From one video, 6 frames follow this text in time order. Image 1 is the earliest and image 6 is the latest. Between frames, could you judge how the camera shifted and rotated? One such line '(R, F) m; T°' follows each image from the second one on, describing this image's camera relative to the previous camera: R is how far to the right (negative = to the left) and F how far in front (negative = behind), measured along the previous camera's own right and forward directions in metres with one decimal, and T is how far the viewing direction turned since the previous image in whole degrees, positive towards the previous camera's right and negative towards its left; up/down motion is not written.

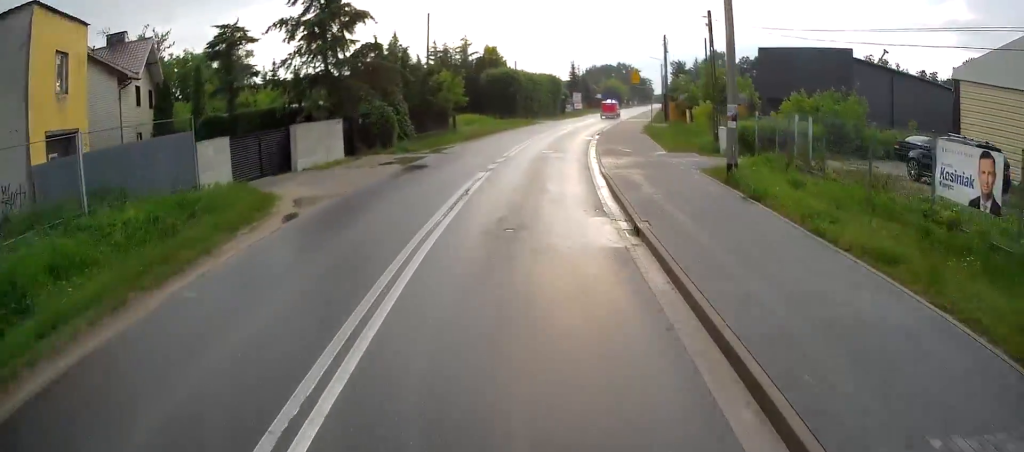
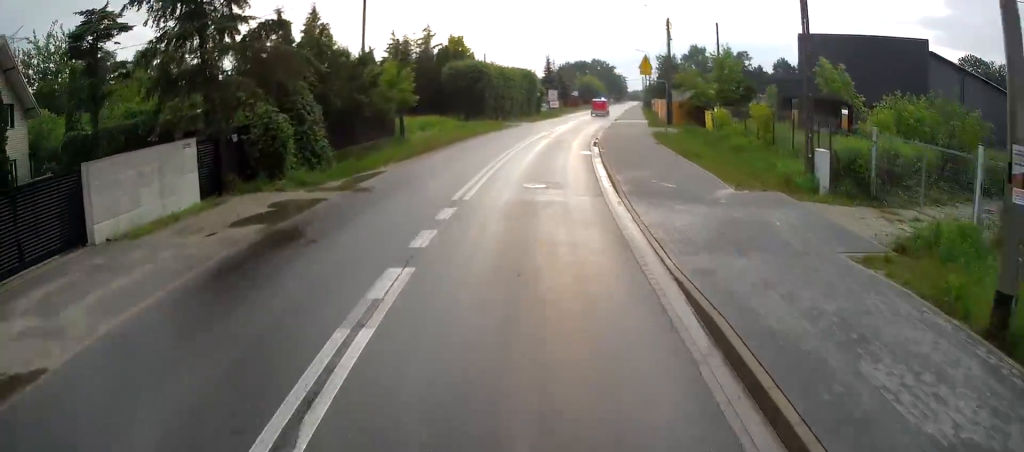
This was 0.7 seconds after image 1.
(0.0, +10.1) m; +3°
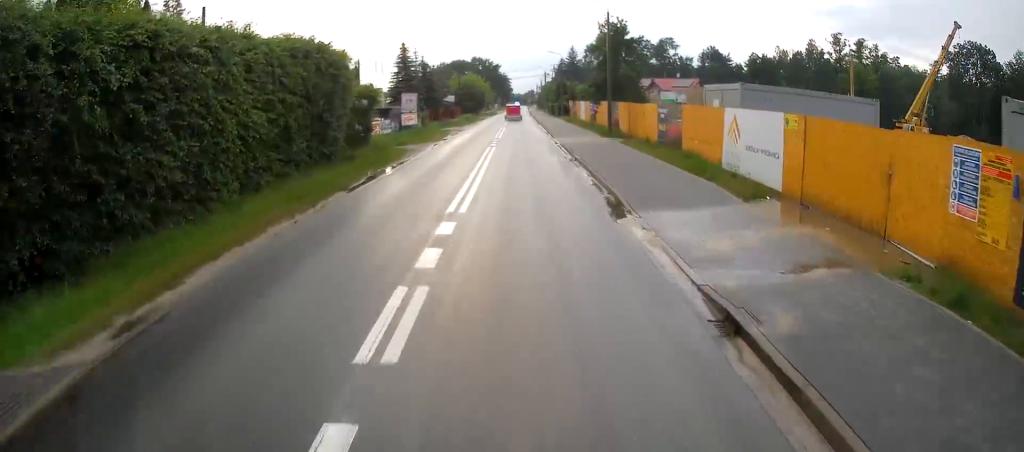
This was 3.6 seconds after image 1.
(+5.1, +44.7) m; +10°
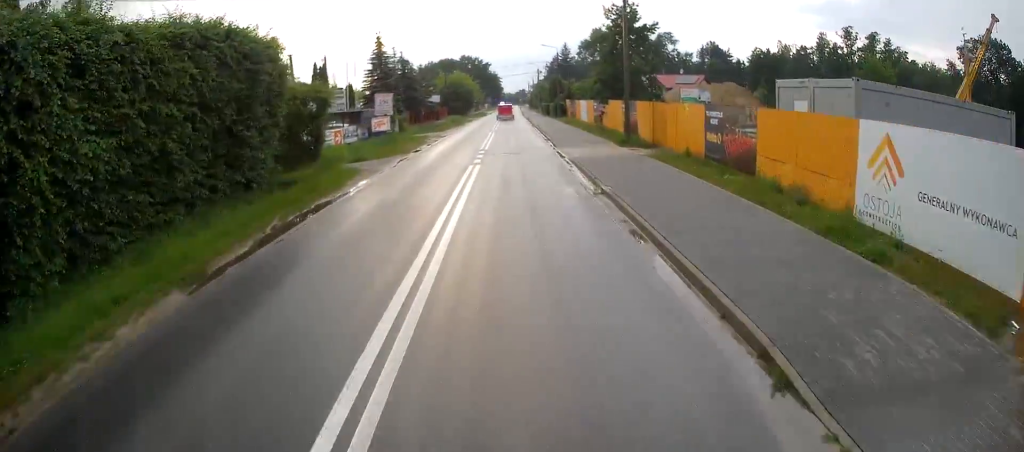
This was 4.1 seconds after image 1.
(+0.1, +8.2) m; +1°
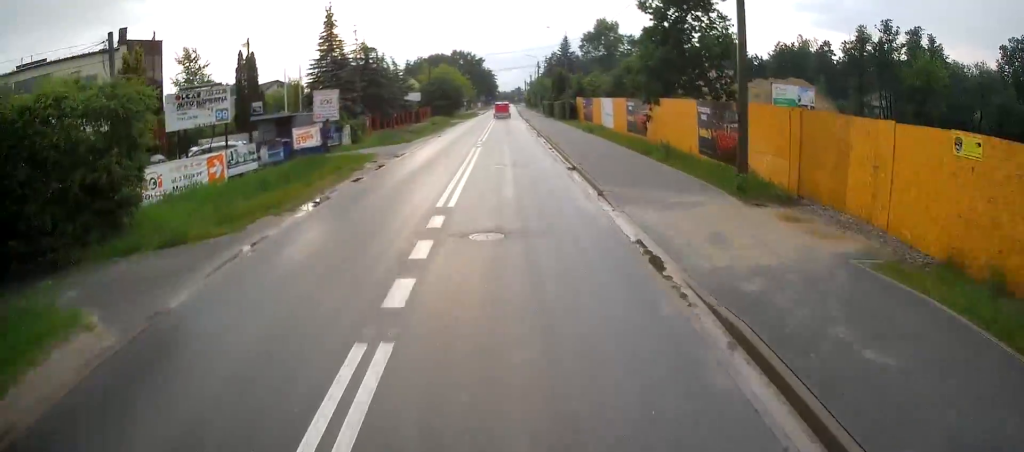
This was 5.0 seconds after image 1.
(+0.2, +15.3) m; +2°
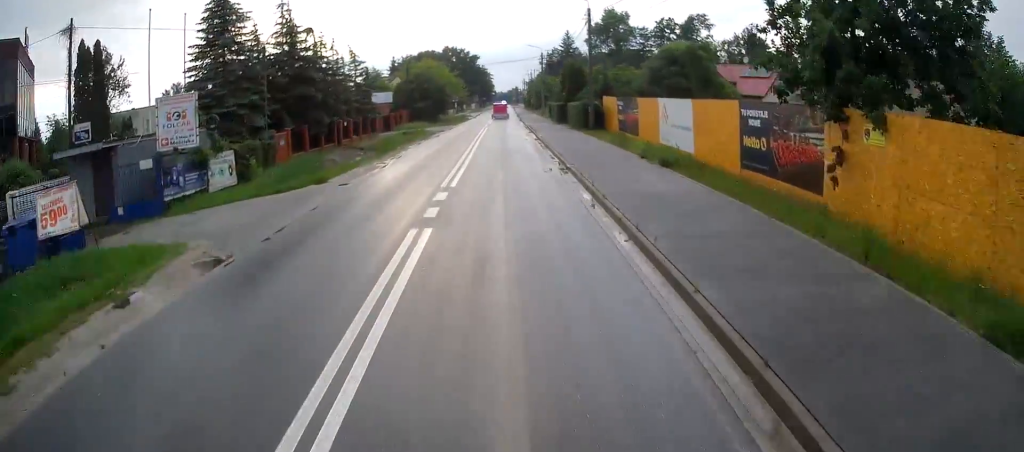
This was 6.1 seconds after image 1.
(+0.4, +17.0) m; +2°
